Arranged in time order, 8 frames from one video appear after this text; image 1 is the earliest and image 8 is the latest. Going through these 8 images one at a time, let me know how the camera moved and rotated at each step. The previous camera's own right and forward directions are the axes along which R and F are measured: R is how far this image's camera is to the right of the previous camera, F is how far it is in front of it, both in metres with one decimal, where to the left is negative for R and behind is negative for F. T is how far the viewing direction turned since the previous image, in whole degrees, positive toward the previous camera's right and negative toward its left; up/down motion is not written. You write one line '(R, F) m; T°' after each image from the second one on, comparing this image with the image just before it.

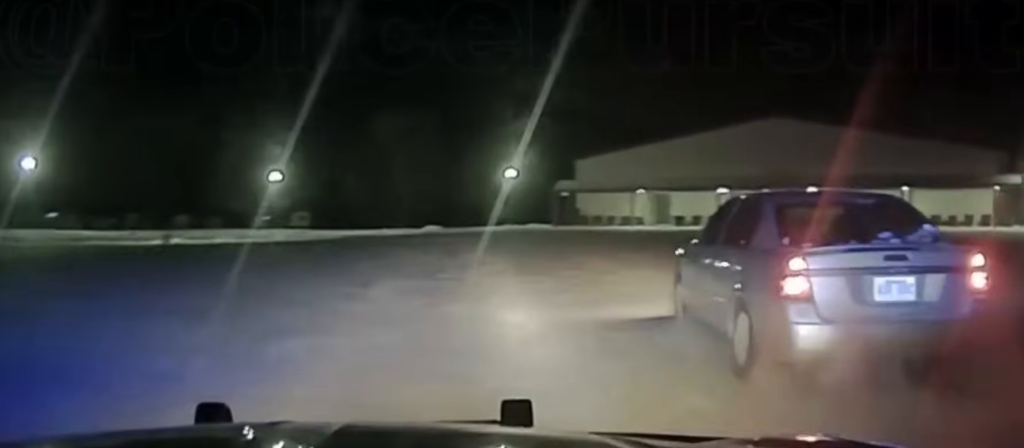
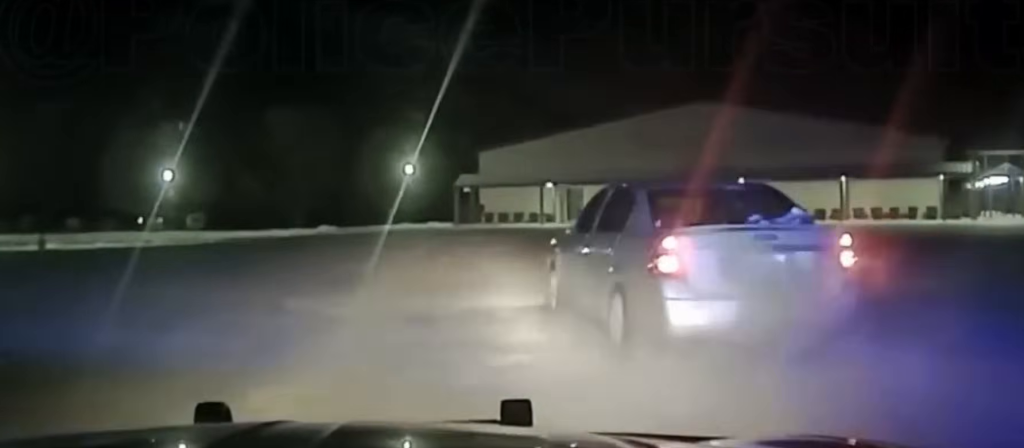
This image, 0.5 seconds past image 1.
(+0.4, +6.5) m; 0°
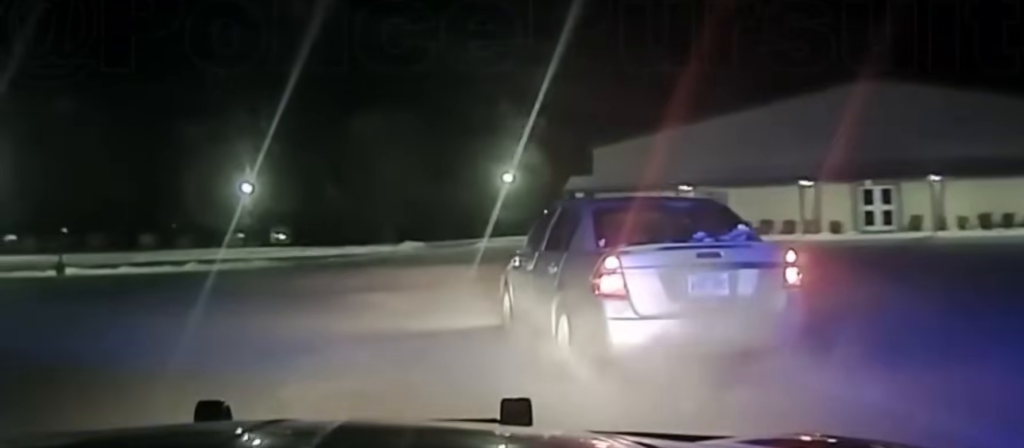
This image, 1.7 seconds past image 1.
(-0.8, +14.8) m; -5°
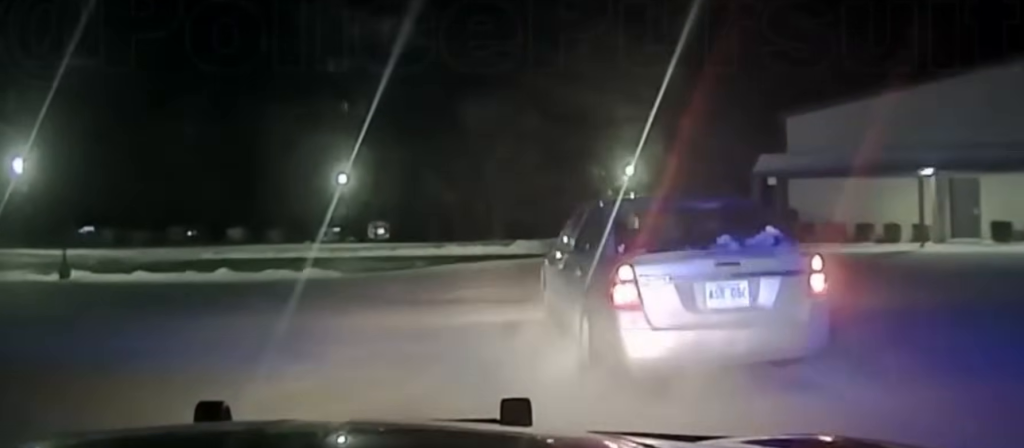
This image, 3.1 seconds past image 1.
(-0.7, +15.3) m; -4°
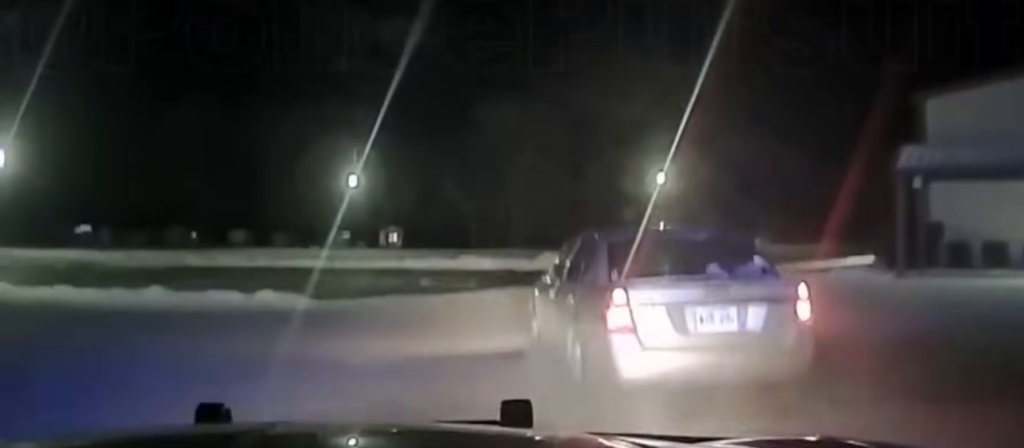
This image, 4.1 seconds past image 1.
(0.0, +10.9) m; -2°
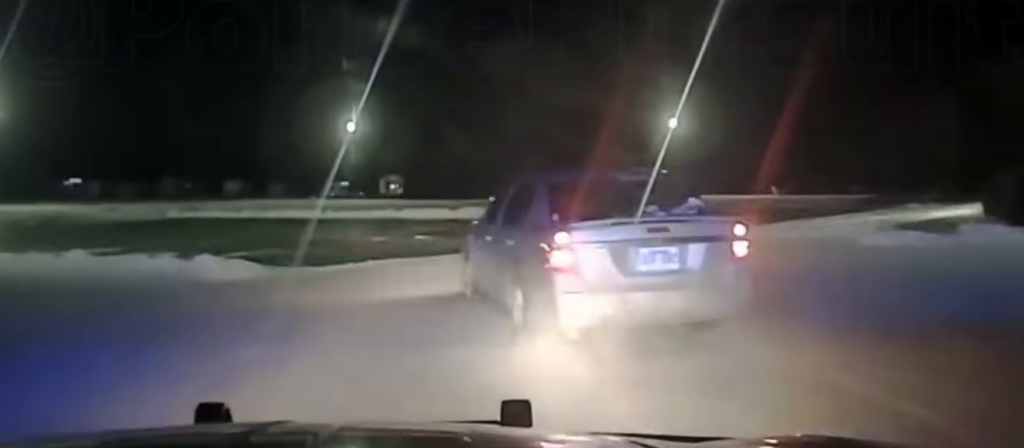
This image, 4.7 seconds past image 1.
(+0.2, +6.1) m; -3°
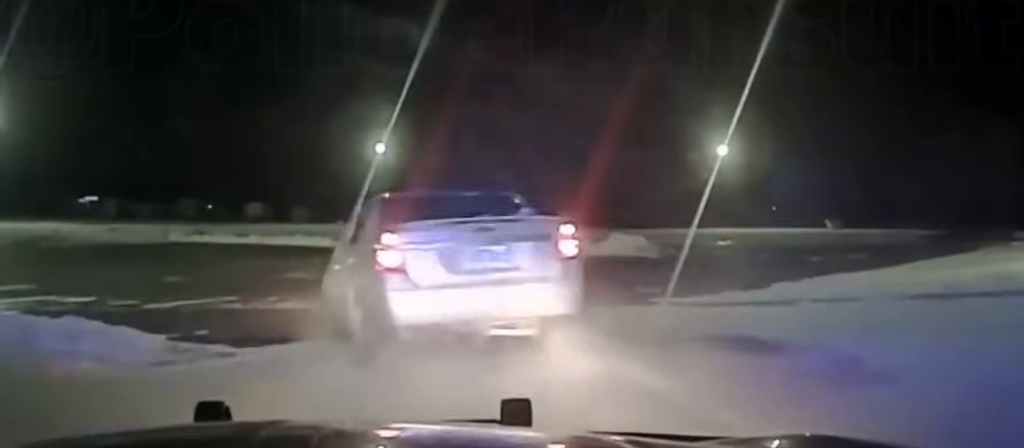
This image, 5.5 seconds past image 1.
(-0.7, +8.3) m; -8°
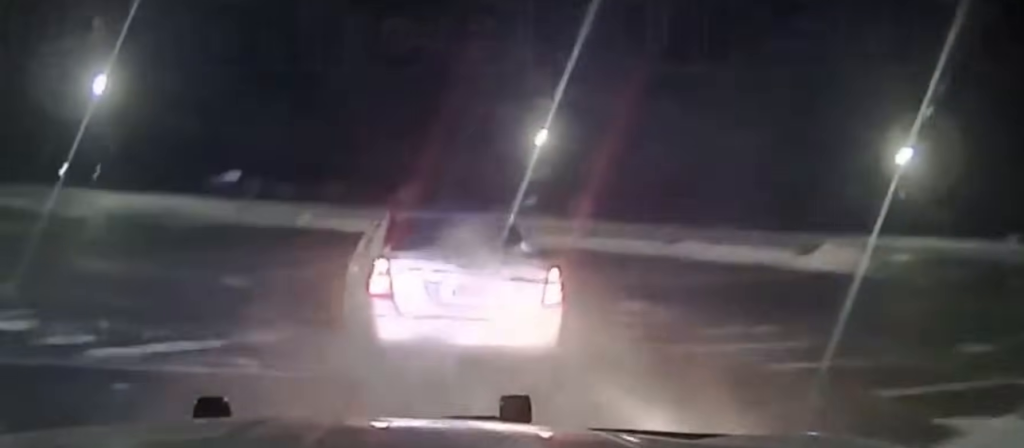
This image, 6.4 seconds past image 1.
(-0.6, +8.4) m; -8°
